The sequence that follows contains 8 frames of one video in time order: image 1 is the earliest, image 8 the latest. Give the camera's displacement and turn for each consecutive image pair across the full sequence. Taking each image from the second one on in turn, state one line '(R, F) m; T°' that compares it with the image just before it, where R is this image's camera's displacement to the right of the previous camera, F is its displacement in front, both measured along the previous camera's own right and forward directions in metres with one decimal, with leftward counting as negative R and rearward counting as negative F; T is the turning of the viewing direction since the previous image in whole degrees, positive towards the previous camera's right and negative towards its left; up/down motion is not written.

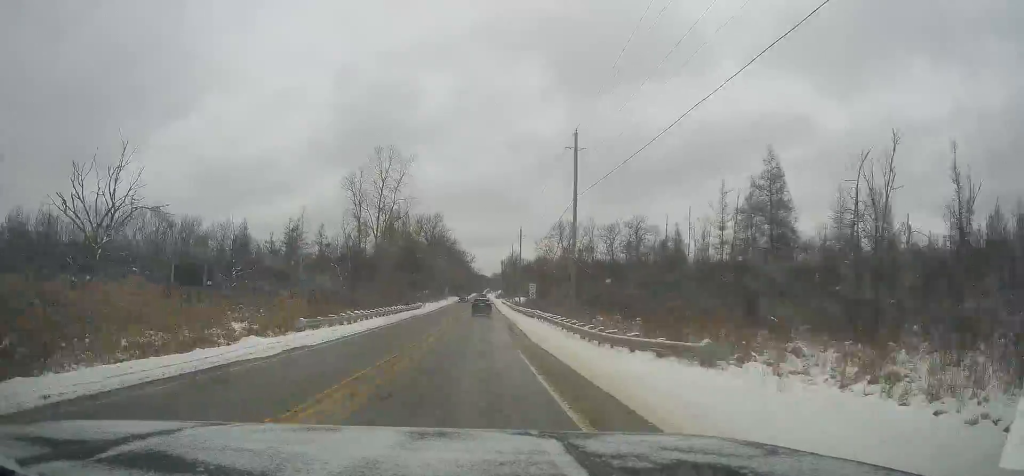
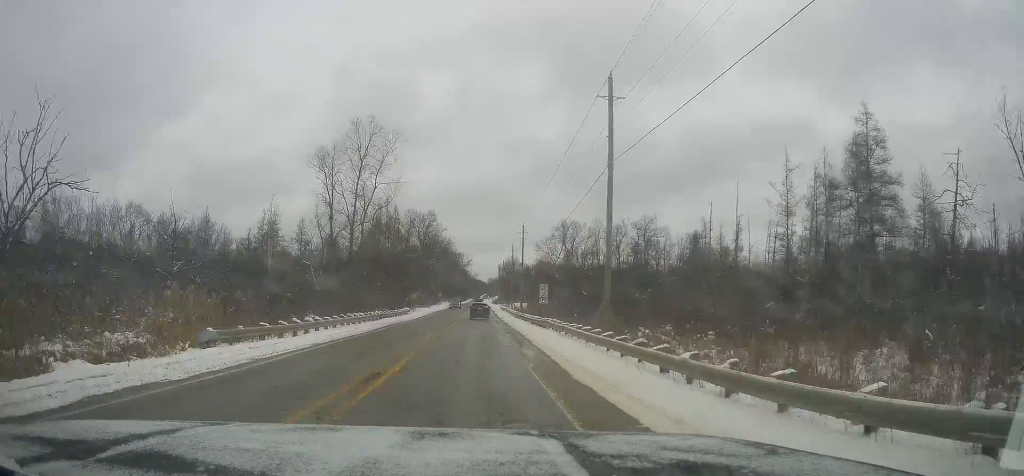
(-0.2, +11.0) m; -1°
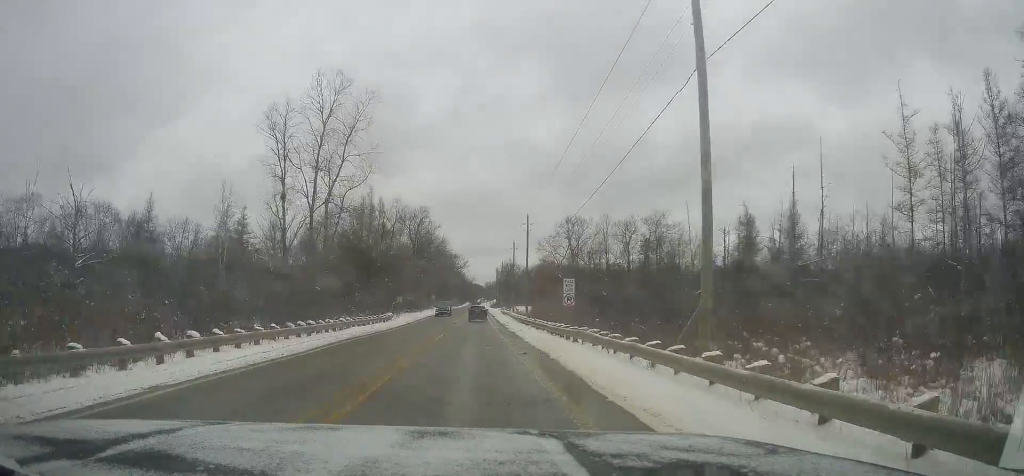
(-0.1, +12.4) m; 0°
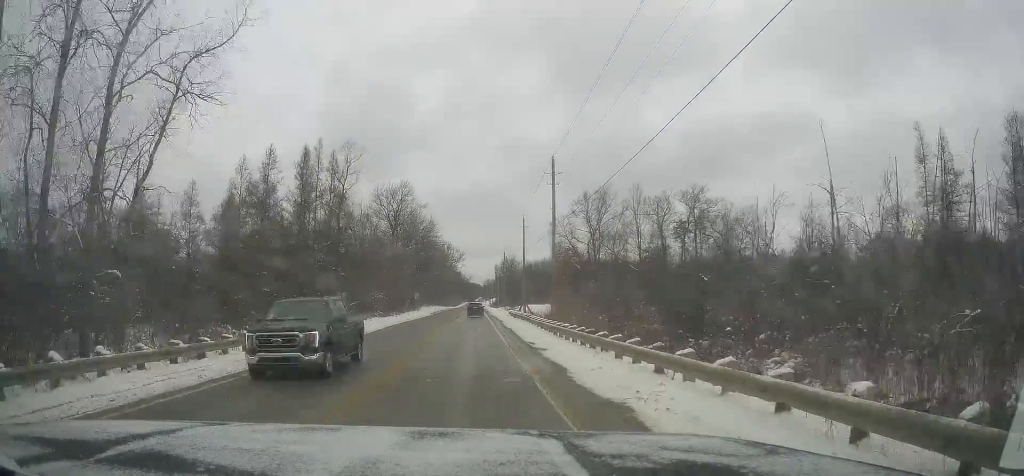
(+0.5, +27.3) m; +1°
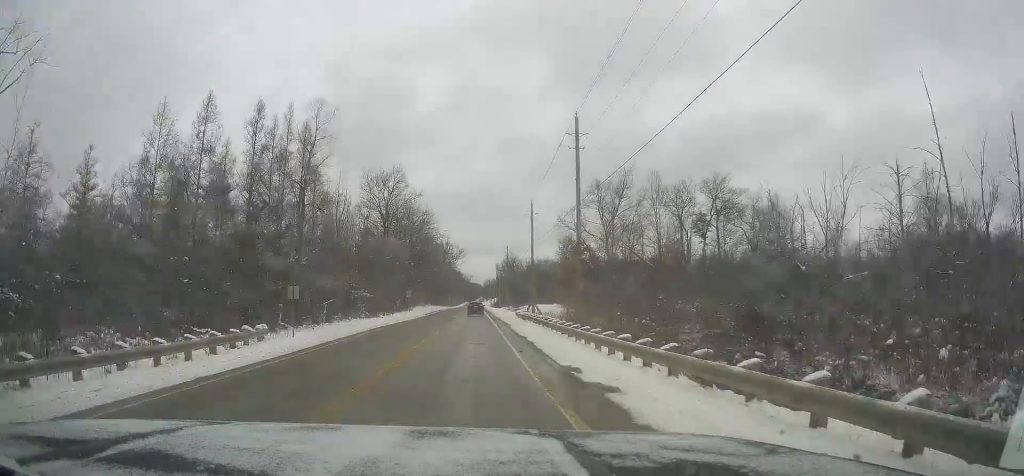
(-0.1, +10.5) m; +1°
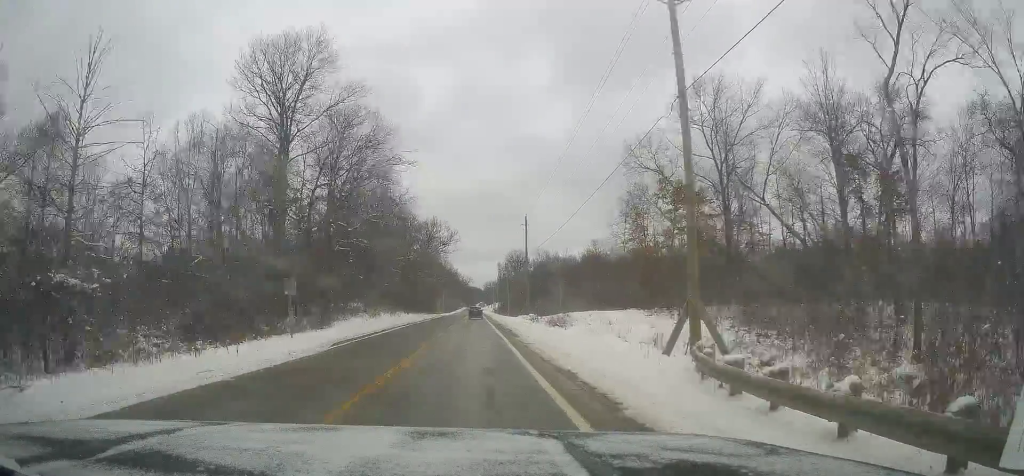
(+0.2, +48.1) m; 0°
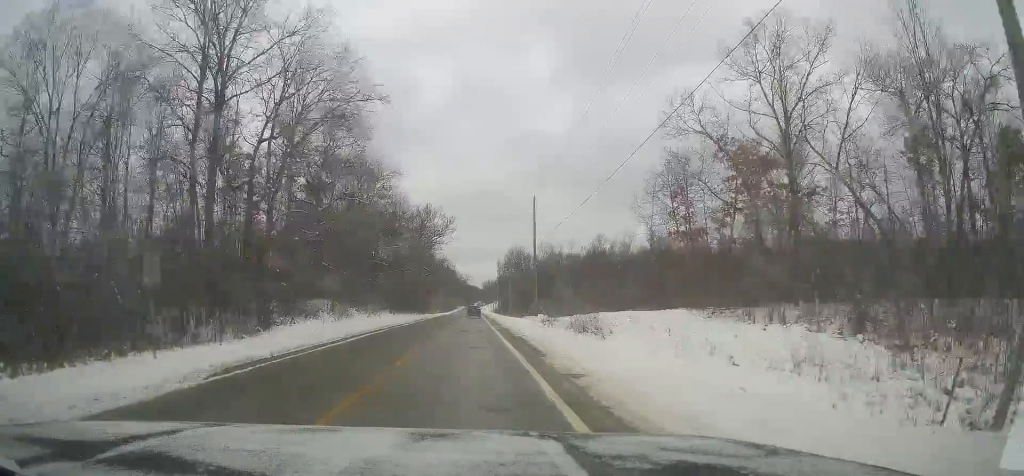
(+0.2, +12.3) m; 0°
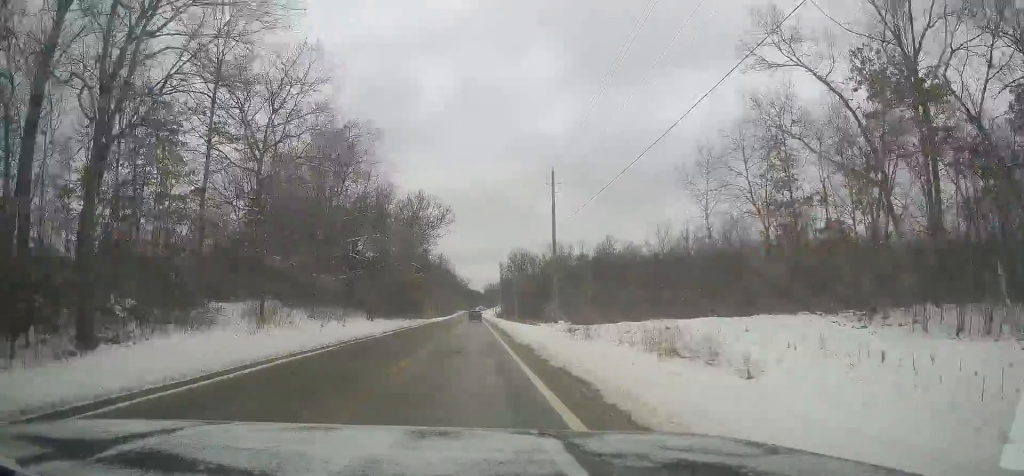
(0.0, +15.0) m; 0°
